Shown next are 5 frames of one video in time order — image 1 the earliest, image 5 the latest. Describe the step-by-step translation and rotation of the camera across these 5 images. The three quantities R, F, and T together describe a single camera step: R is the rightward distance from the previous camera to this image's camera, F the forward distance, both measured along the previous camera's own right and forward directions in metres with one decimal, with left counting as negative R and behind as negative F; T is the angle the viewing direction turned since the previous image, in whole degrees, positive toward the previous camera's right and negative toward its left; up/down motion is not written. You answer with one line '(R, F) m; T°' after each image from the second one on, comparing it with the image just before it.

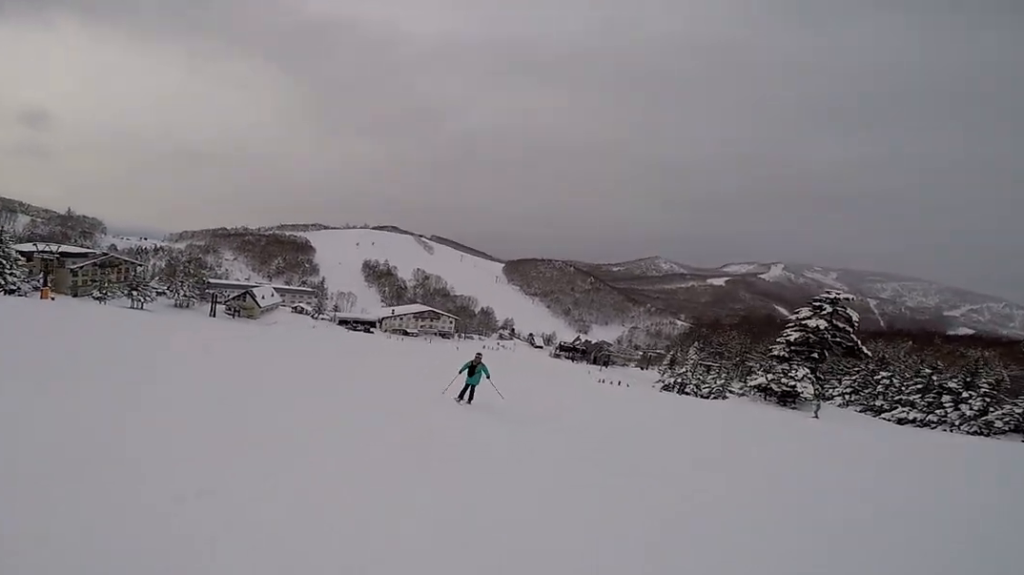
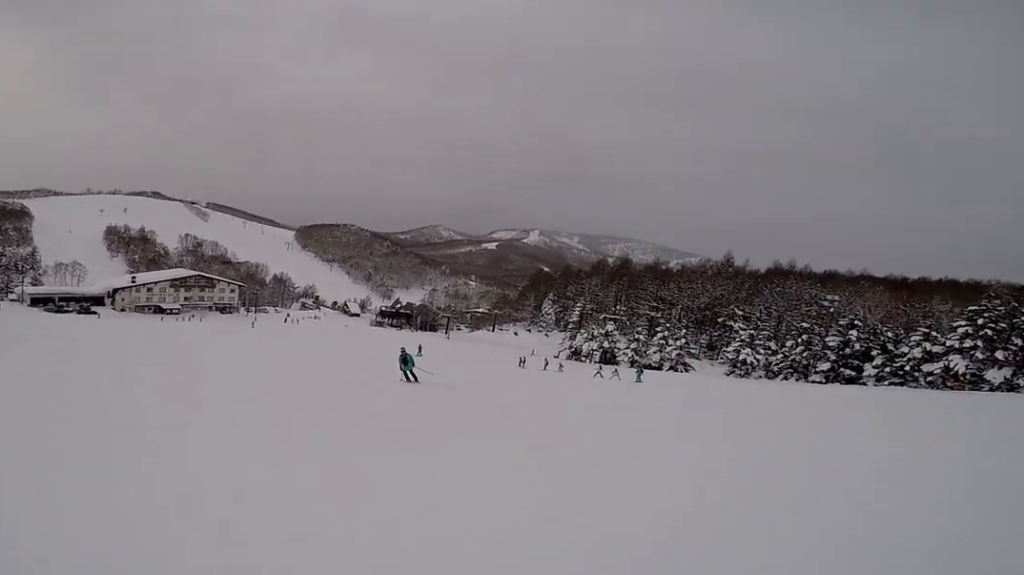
(+7.3, +57.3) m; +21°
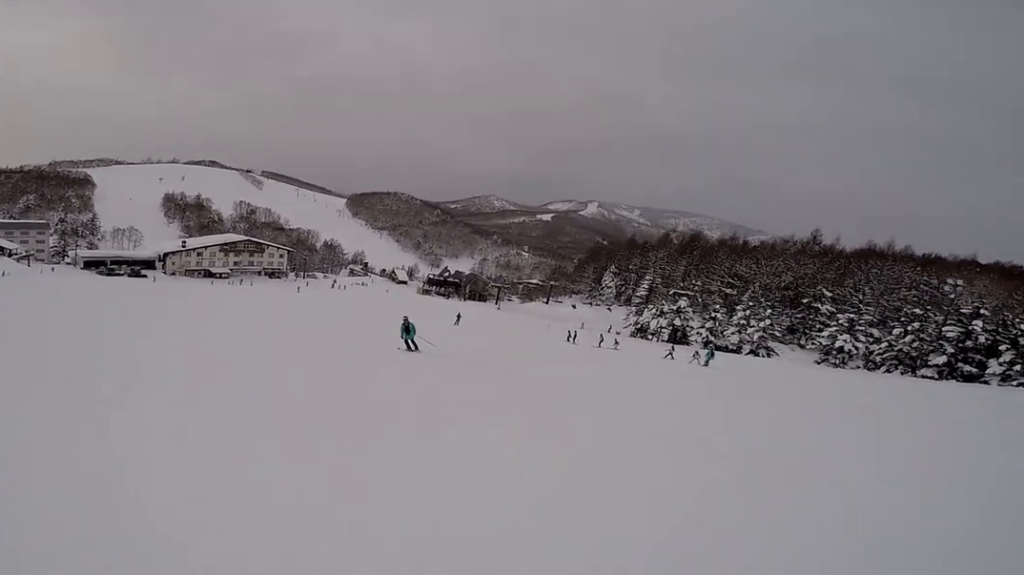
(+0.3, +4.7) m; -3°
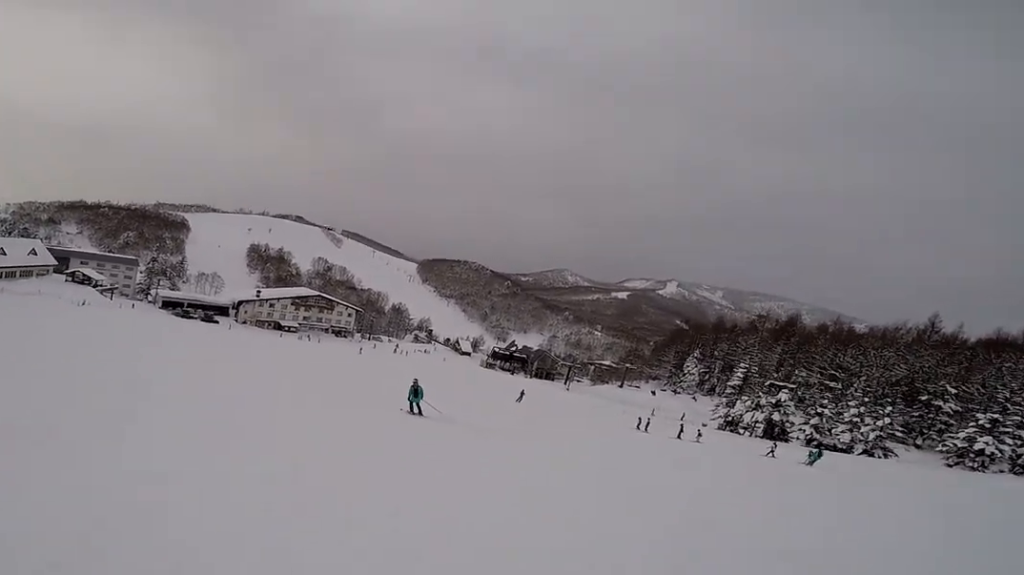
(+0.6, +4.3) m; -5°
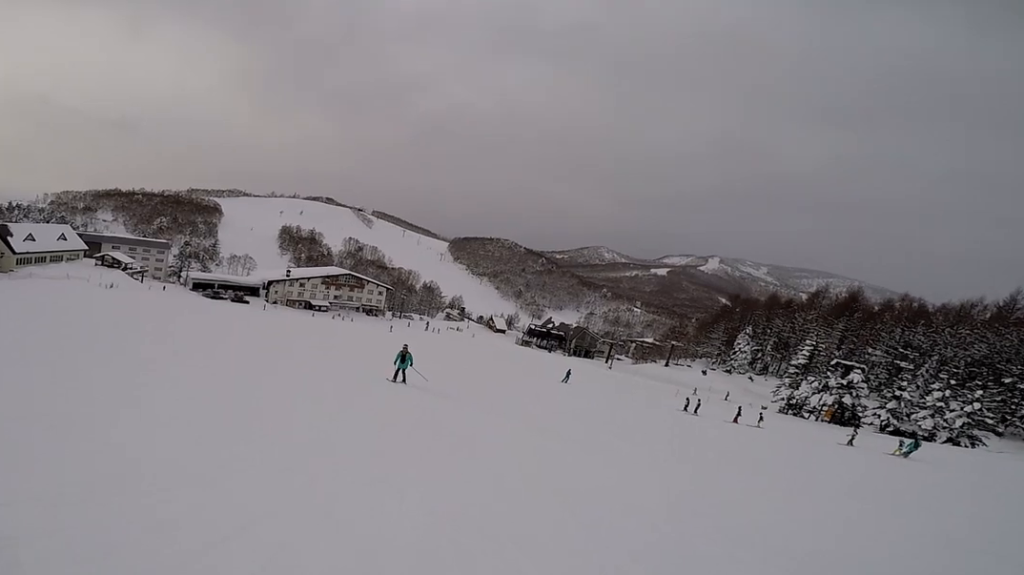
(-0.1, +3.9) m; -4°
